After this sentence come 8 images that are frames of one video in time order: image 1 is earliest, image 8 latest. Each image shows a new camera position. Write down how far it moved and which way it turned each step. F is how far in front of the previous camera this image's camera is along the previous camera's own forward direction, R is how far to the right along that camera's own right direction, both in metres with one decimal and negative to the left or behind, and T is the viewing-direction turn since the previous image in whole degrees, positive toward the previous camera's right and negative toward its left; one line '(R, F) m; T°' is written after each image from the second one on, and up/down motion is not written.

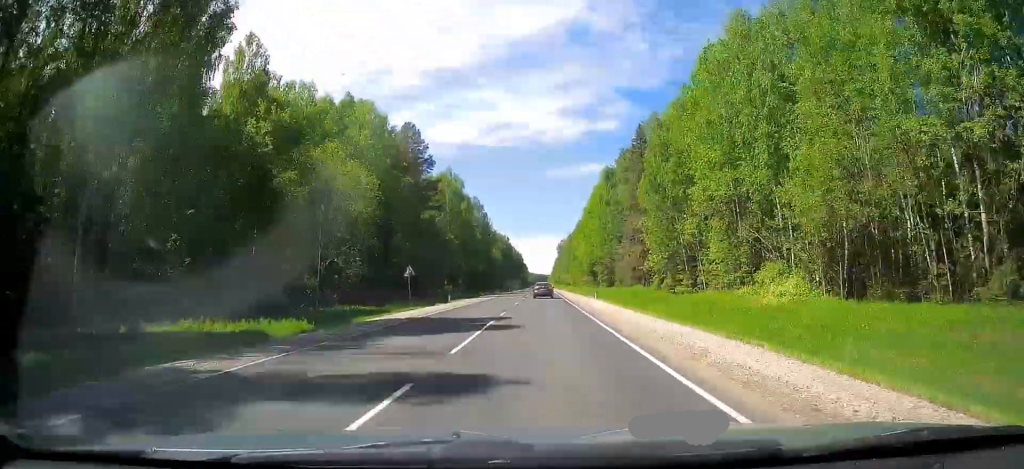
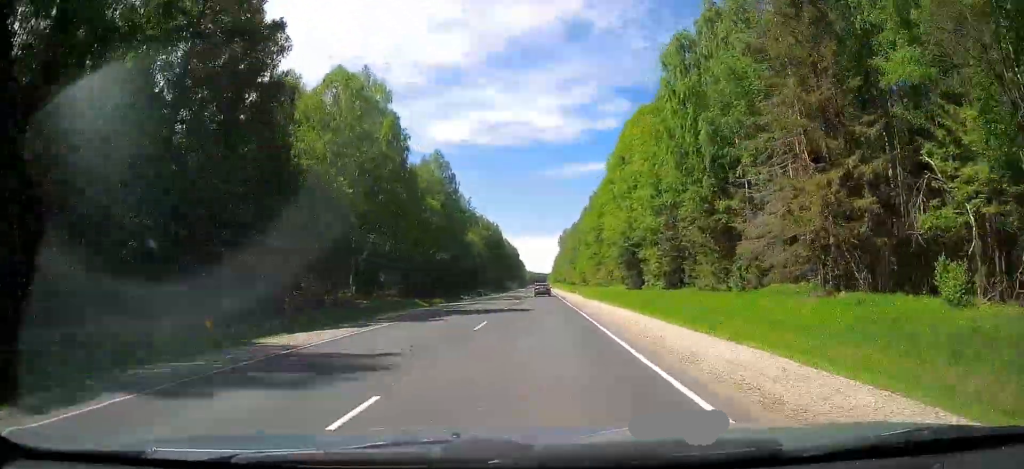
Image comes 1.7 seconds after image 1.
(+1.4, +54.7) m; +2°
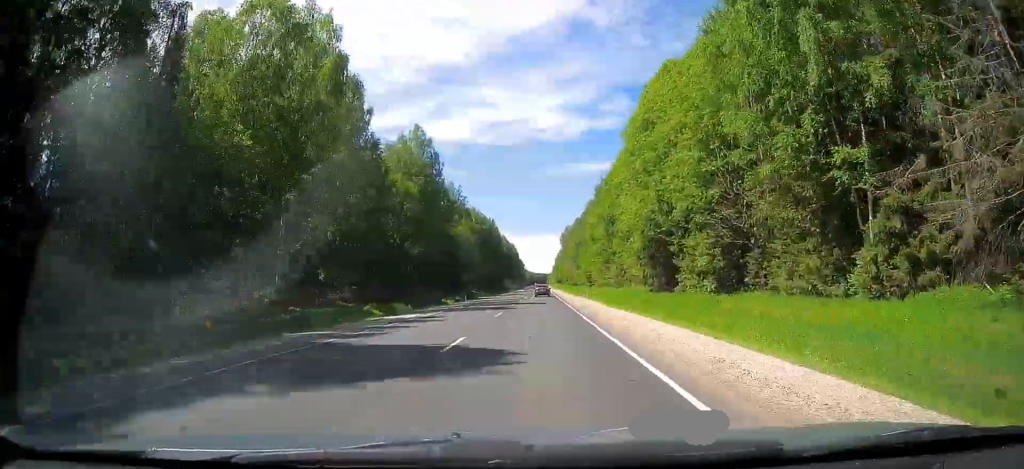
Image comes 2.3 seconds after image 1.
(+0.1, +16.9) m; 0°
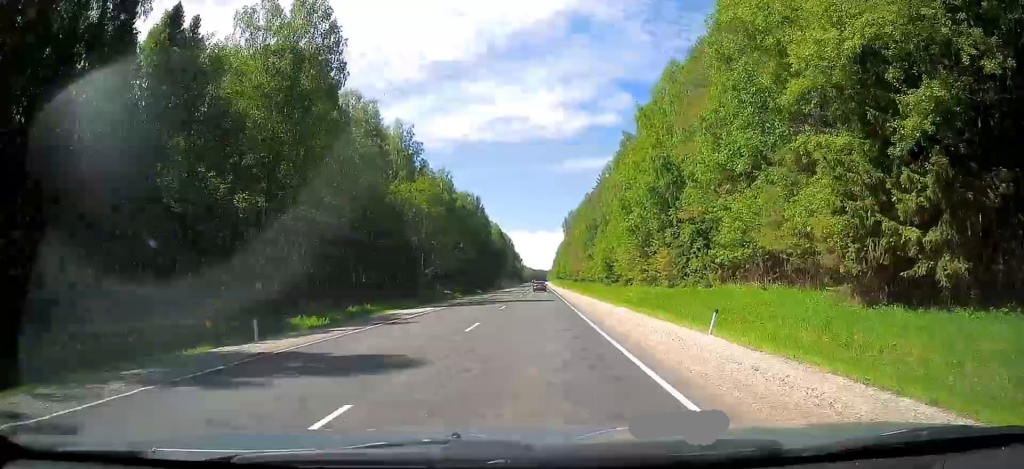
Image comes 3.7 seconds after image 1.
(-0.6, +43.9) m; -1°
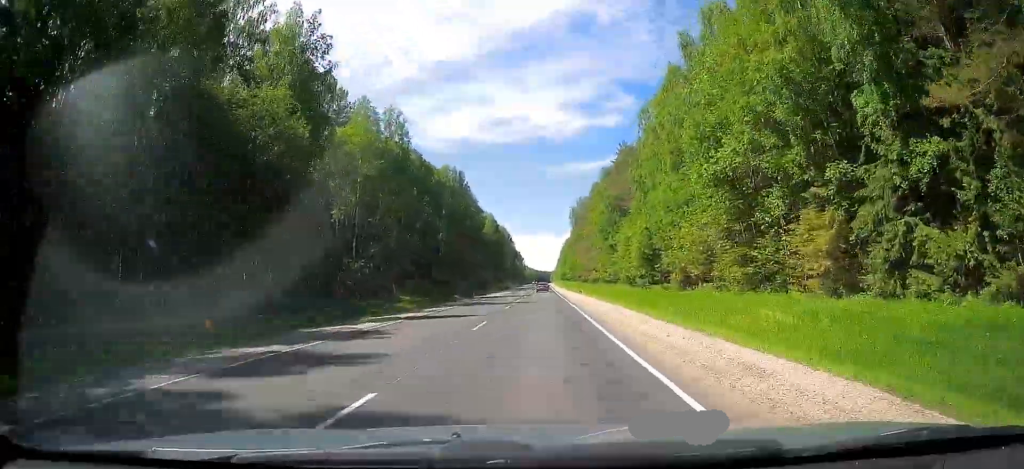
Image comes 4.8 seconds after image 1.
(0.0, +35.3) m; 0°
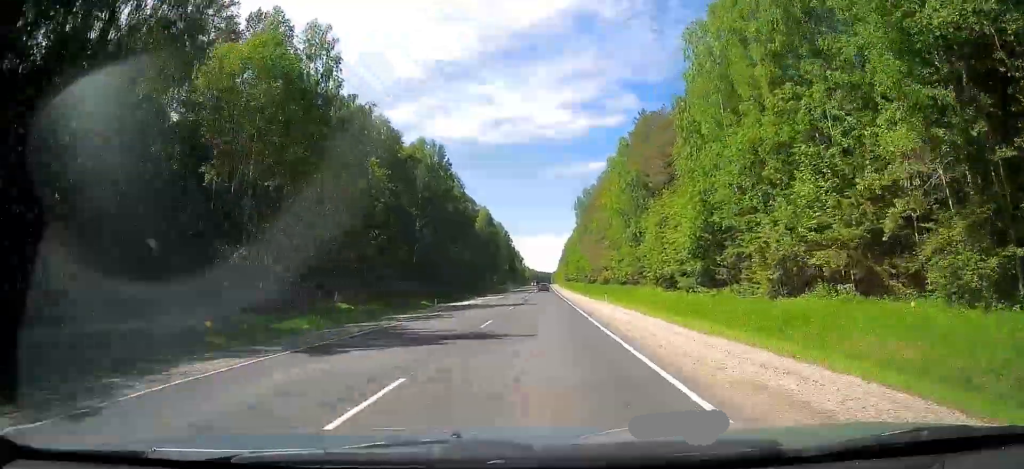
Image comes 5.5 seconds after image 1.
(0.0, +22.9) m; 0°
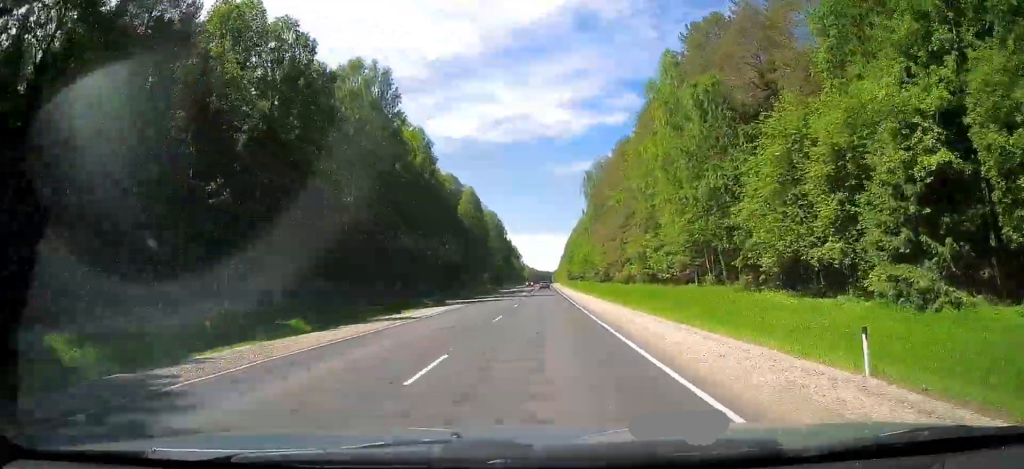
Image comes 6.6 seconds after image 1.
(0.0, +33.5) m; 0°
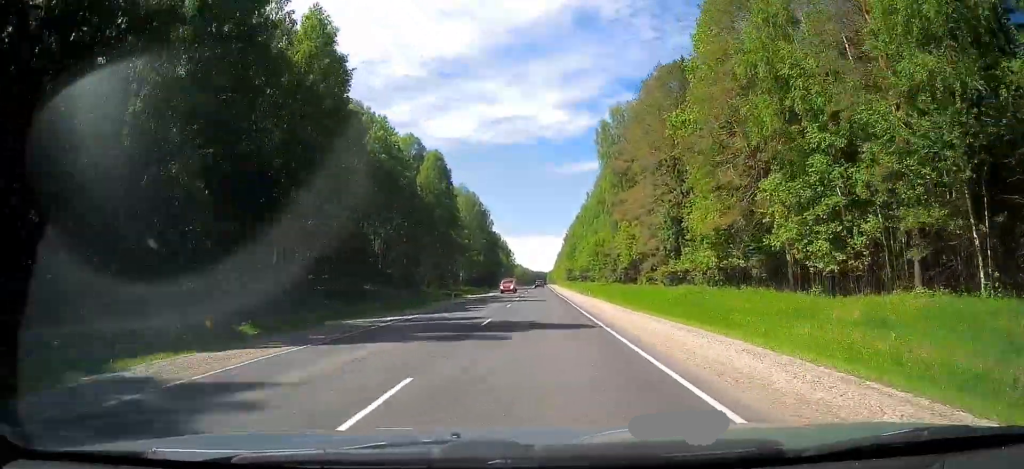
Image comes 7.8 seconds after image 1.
(+0.5, +38.8) m; +1°
